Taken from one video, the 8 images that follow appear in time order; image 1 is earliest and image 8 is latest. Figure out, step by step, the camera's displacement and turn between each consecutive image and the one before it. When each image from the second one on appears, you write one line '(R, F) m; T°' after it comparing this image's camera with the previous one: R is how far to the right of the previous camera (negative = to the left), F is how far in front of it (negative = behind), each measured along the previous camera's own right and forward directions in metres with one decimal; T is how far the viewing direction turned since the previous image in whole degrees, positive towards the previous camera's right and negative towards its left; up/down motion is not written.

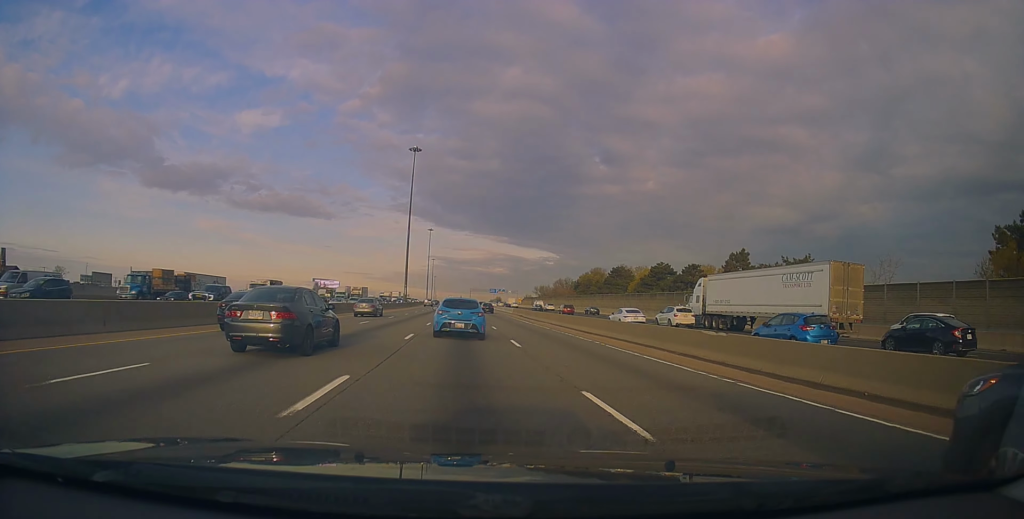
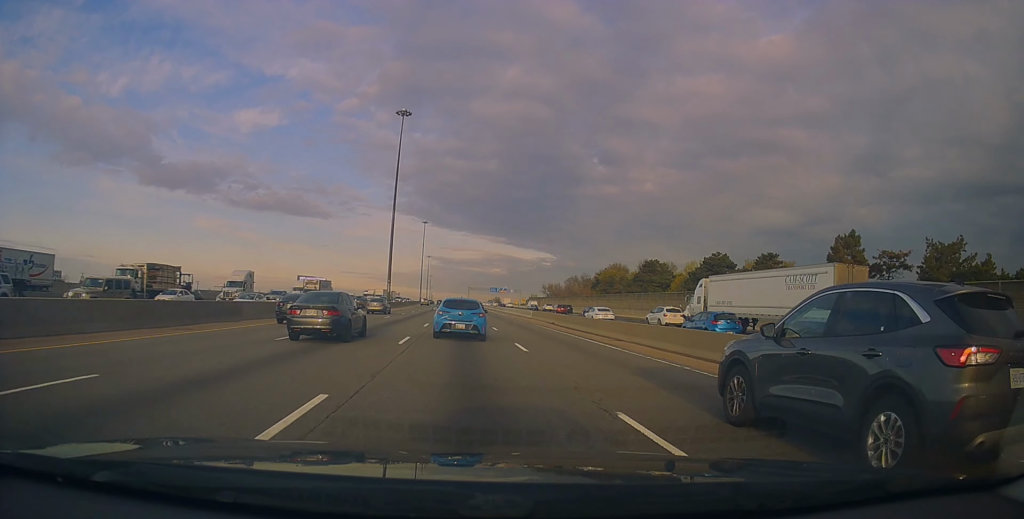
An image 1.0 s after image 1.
(-0.1, +26.1) m; -1°
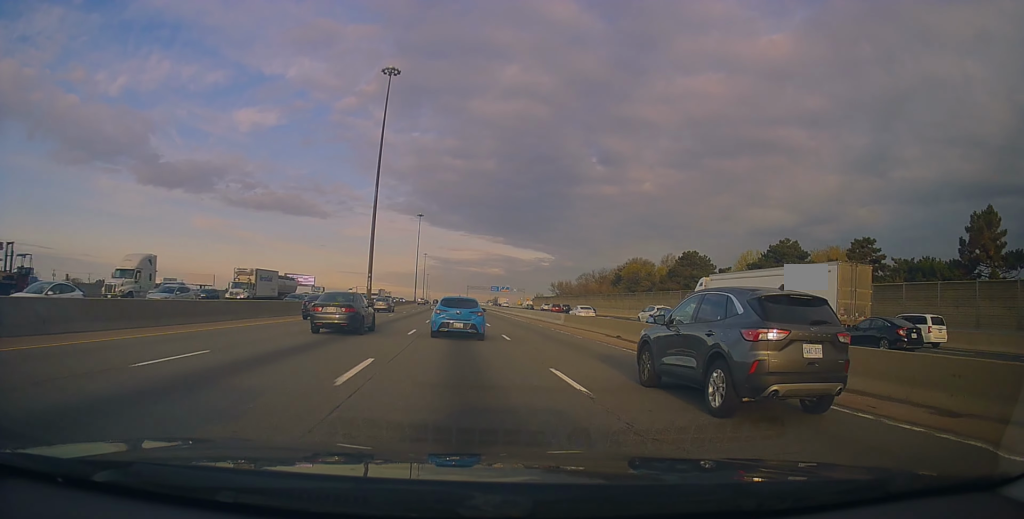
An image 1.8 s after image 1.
(-0.2, +19.3) m; 0°
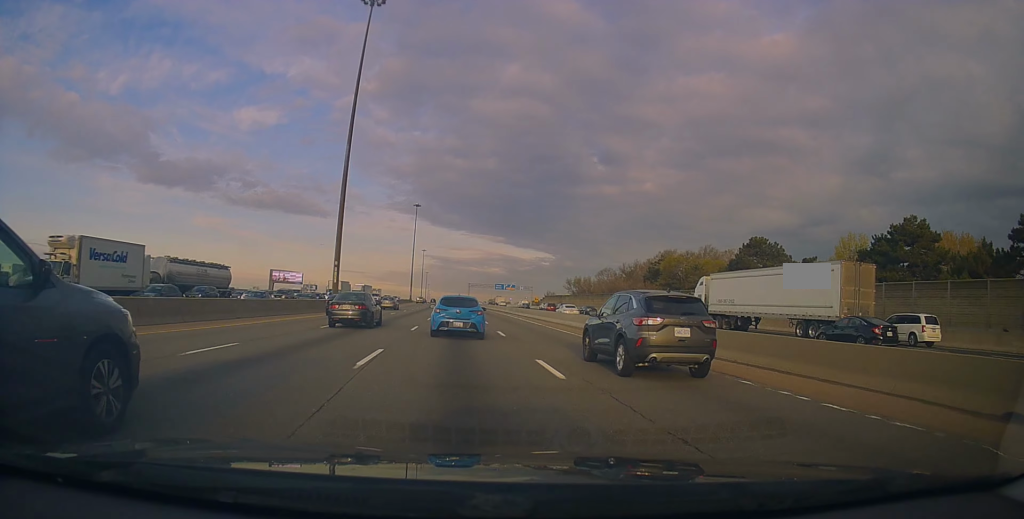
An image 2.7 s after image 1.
(+0.1, +22.9) m; +1°
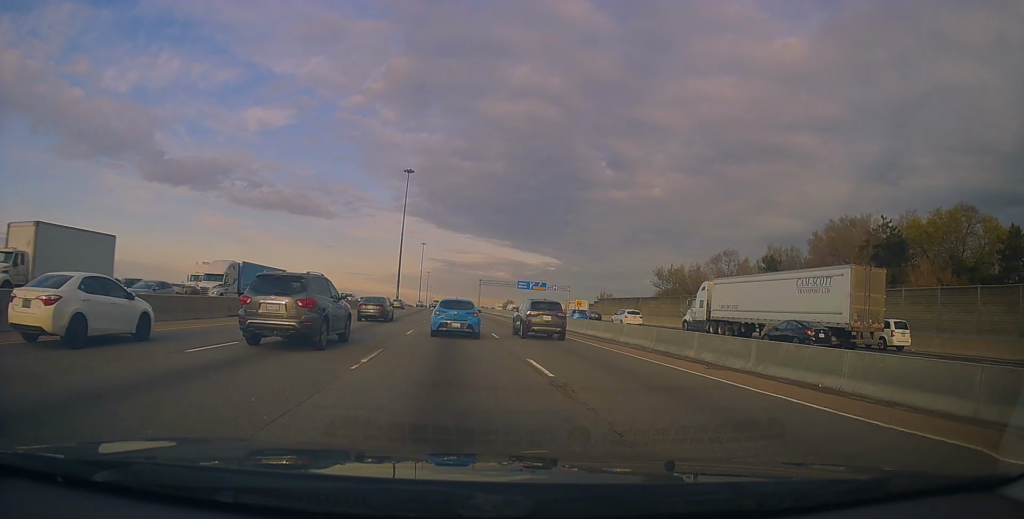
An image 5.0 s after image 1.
(0.0, +59.9) m; 0°
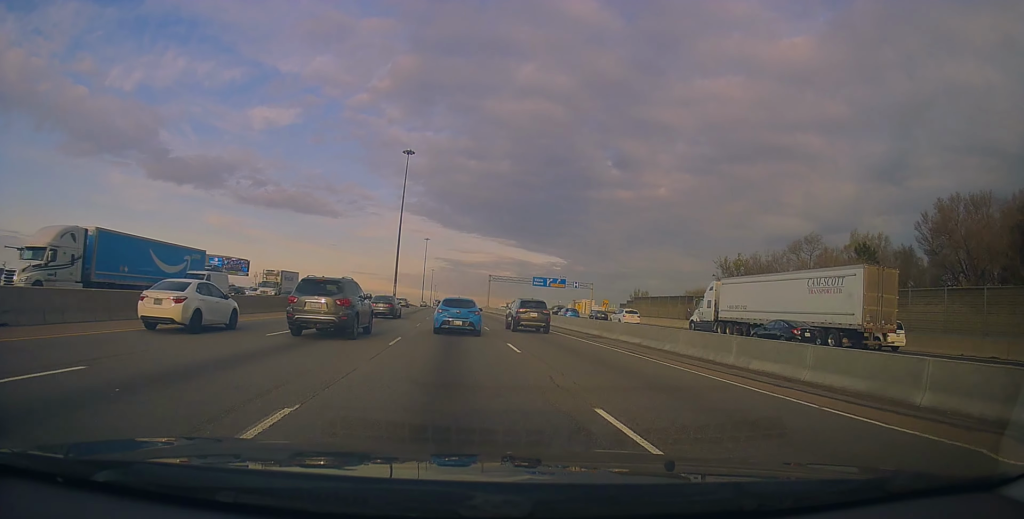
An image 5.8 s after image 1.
(+0.1, +18.8) m; -1°
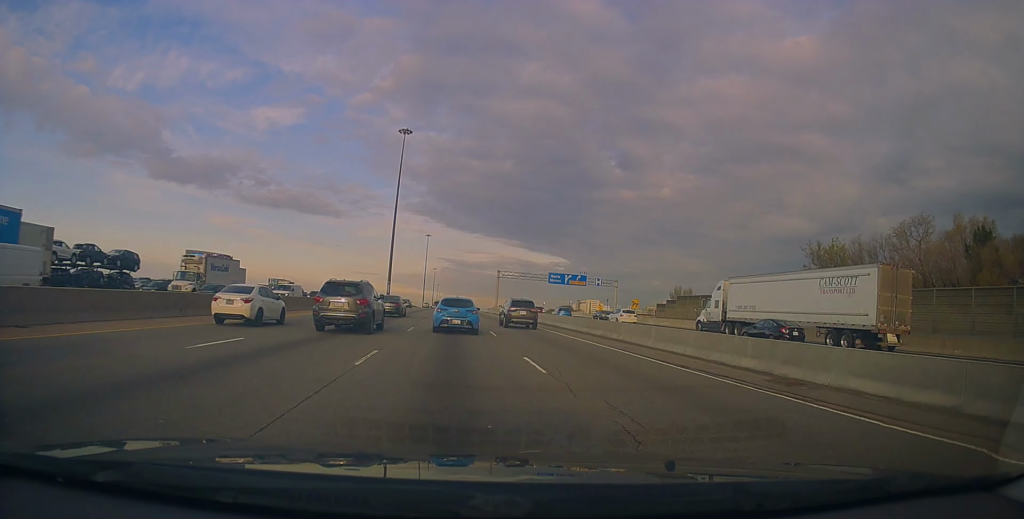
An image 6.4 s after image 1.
(0.0, +16.4) m; -2°
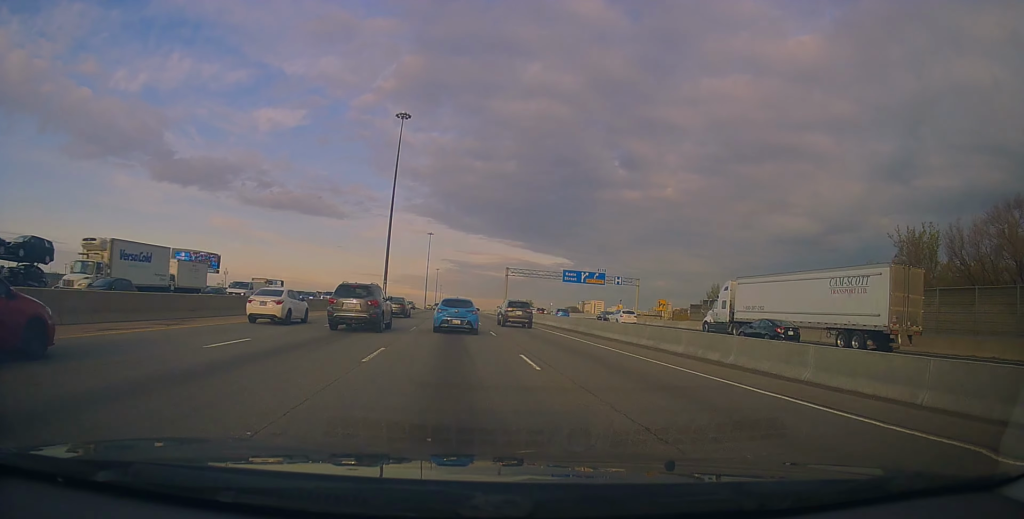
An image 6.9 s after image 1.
(-0.2, +11.4) m; 0°
